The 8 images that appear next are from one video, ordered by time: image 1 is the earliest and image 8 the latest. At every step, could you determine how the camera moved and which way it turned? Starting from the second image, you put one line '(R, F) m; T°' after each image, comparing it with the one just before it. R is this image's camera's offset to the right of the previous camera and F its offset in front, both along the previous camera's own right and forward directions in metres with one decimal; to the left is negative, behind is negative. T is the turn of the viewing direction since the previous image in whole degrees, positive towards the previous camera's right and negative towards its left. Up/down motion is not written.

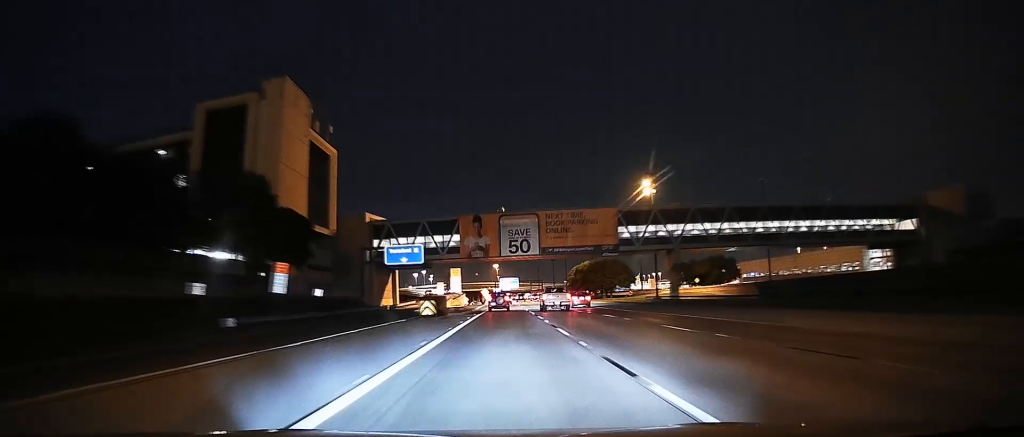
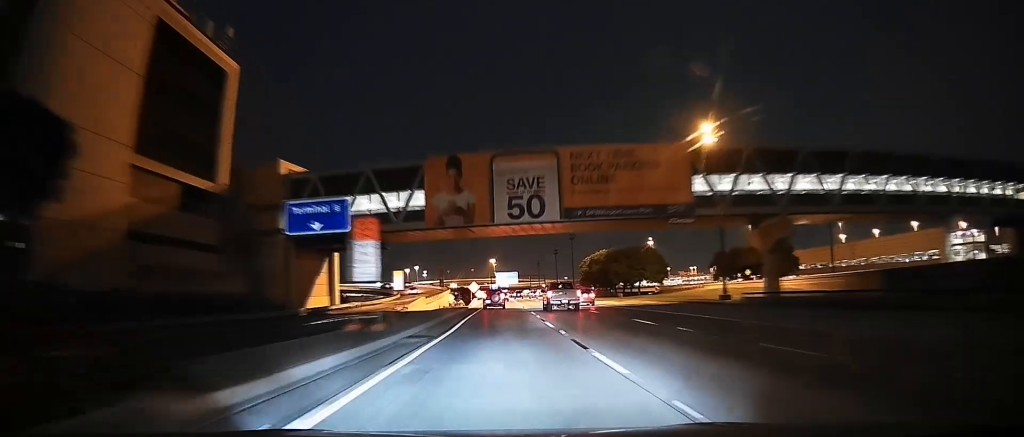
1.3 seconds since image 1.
(0.0, +32.8) m; 0°
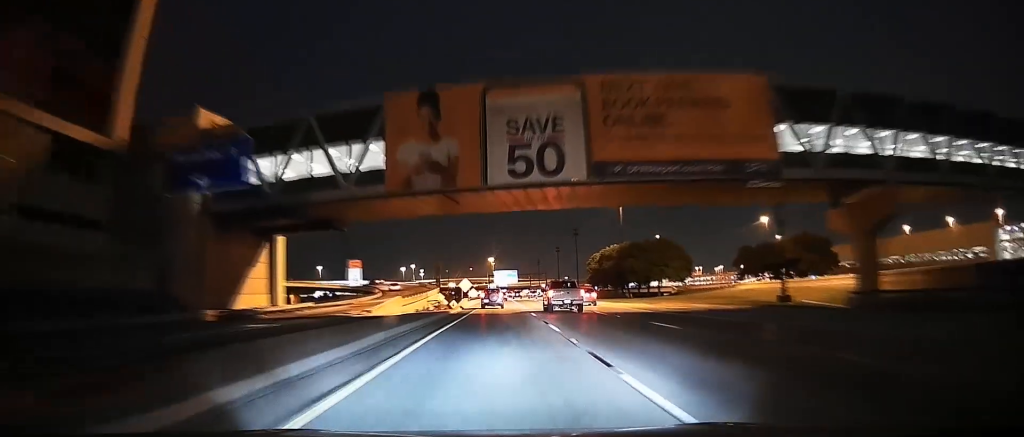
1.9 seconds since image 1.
(0.0, +15.9) m; 0°
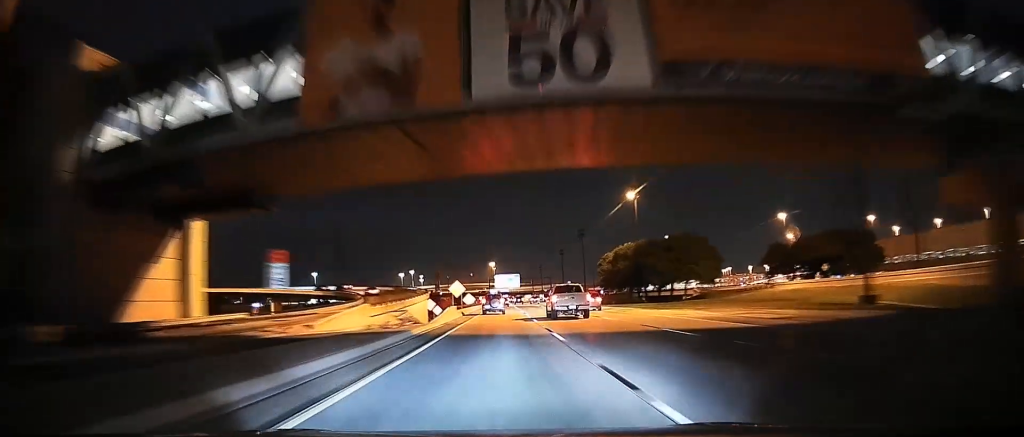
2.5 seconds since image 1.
(0.0, +14.1) m; 0°
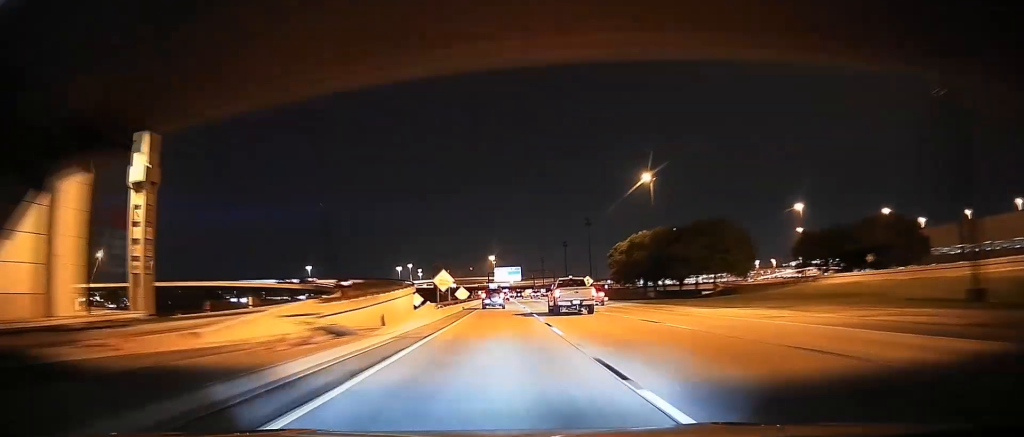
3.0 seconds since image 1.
(0.0, +12.4) m; 0°
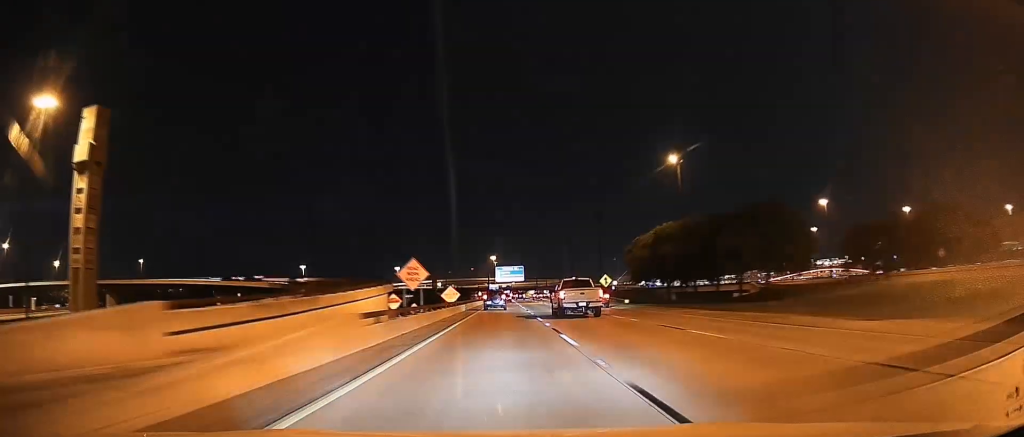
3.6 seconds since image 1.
(0.0, +13.7) m; 0°
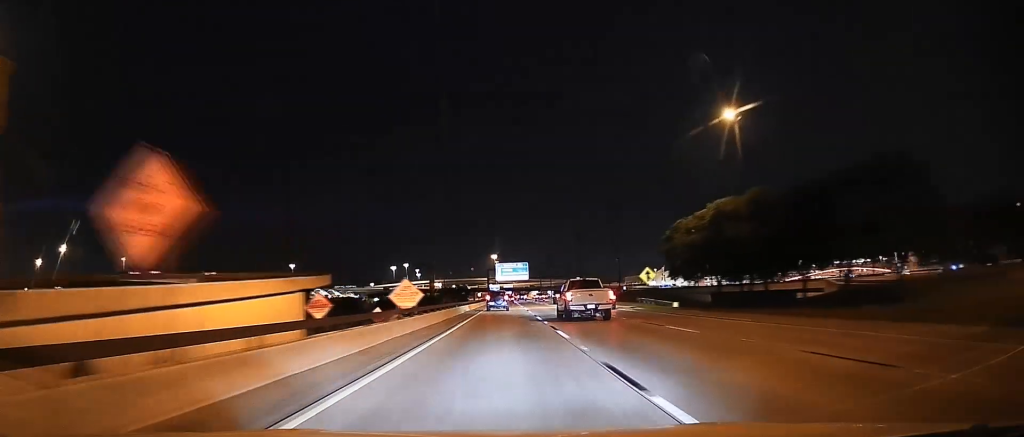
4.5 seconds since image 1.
(0.0, +22.2) m; 0°
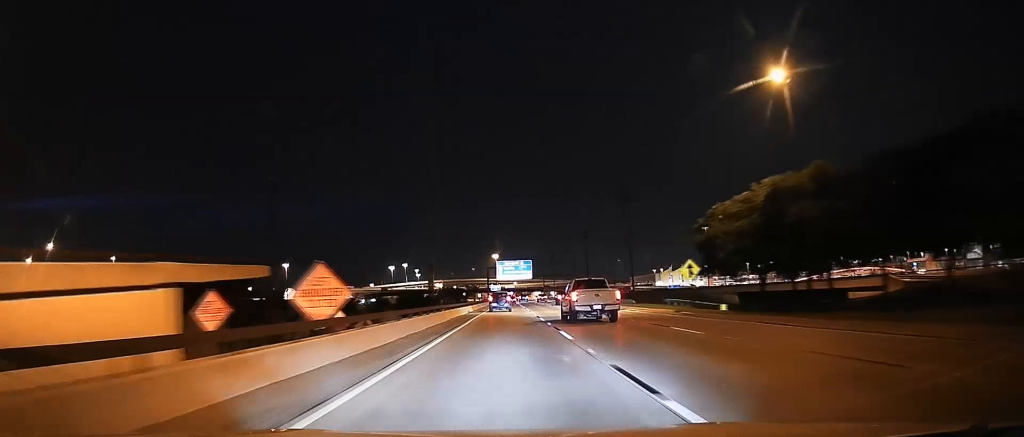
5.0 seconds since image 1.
(0.0, +12.6) m; 0°
